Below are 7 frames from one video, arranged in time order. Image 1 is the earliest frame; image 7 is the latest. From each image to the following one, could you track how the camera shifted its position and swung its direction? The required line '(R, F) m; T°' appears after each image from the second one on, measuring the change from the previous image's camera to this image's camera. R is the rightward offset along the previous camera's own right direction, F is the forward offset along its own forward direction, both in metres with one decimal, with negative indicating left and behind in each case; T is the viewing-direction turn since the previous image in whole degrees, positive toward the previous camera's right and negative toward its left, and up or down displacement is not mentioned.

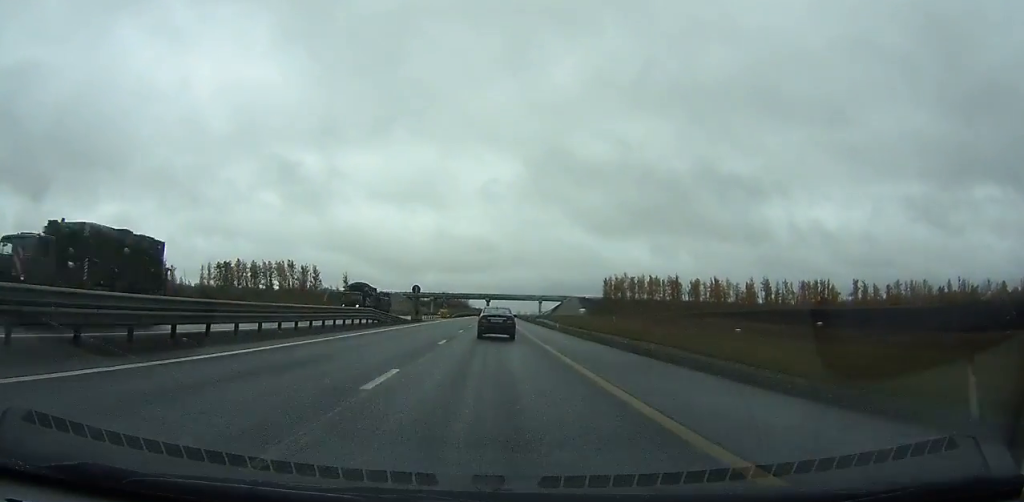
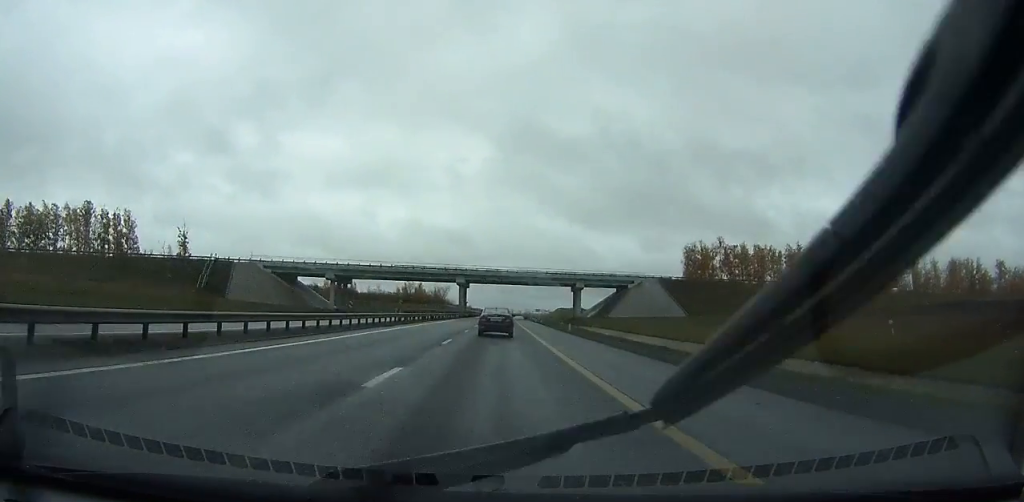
(+2.7, +144.2) m; +2°
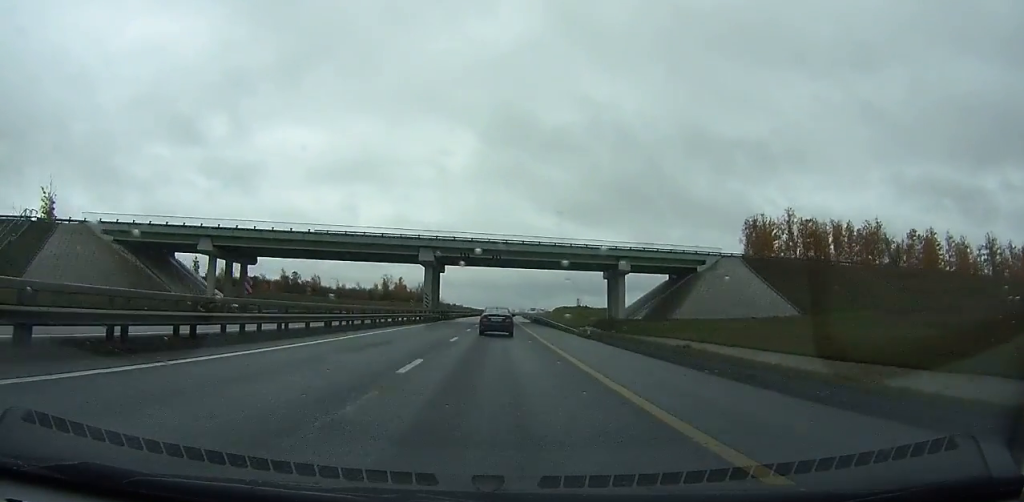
(+0.5, +44.8) m; +1°
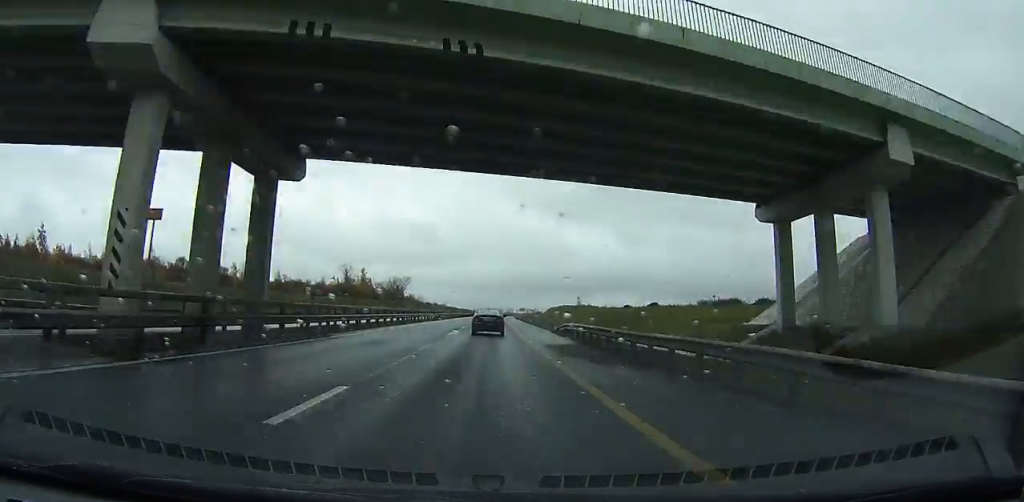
(0.0, +53.5) m; 0°
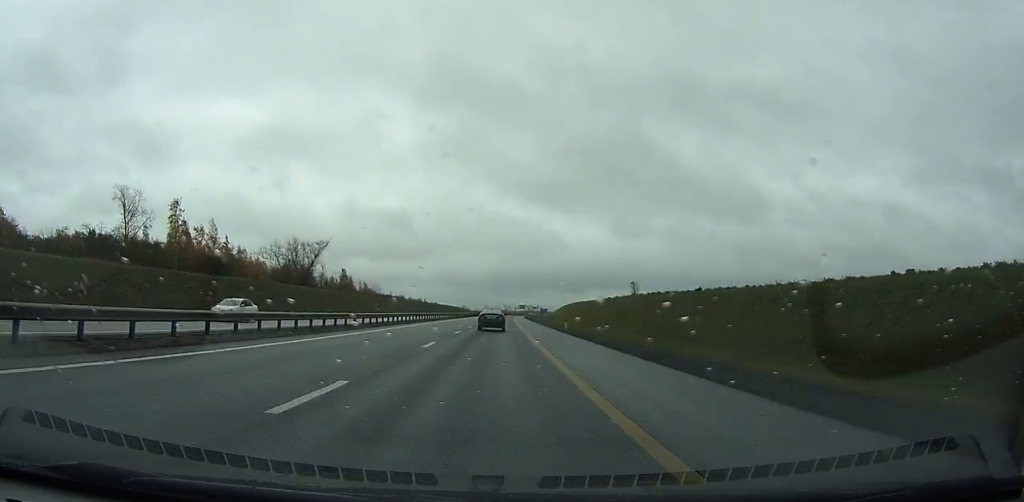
(+0.4, +133.0) m; +1°
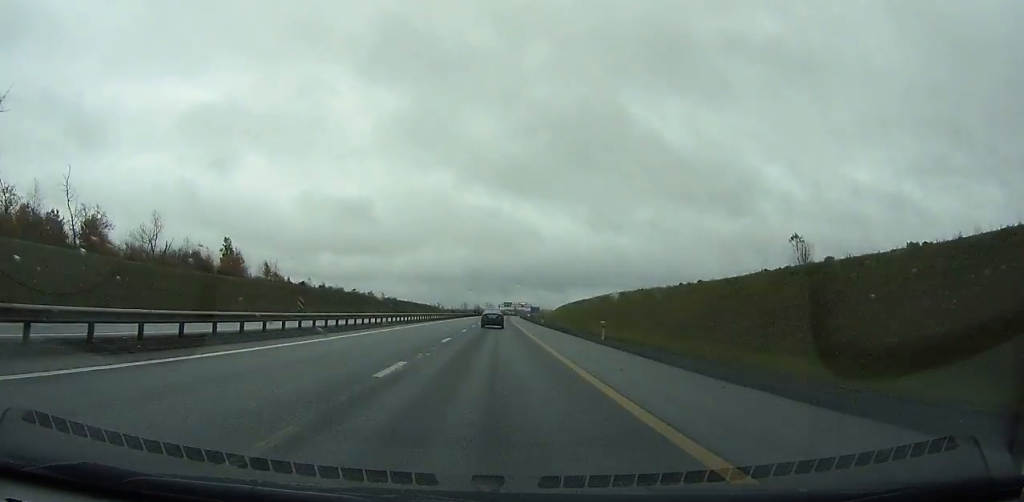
(+1.6, +105.8) m; +2°
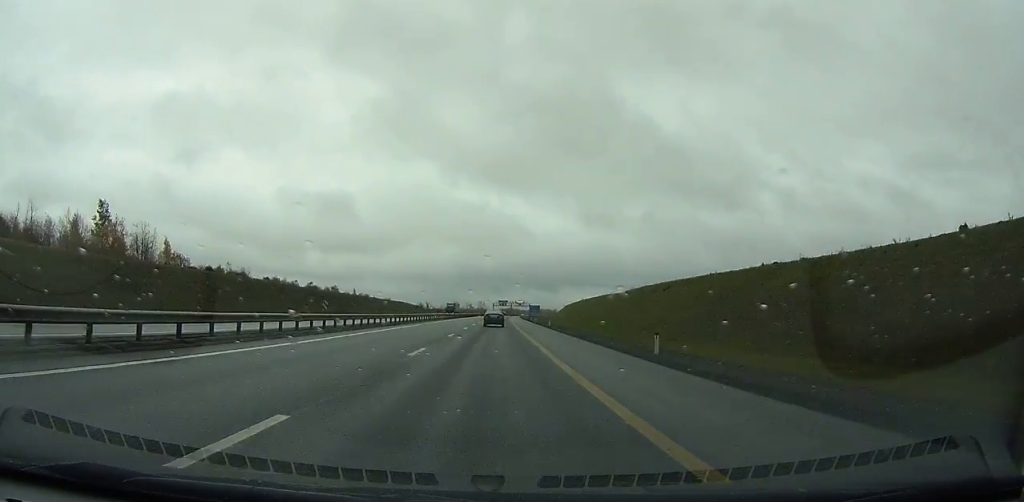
(+0.2, +55.7) m; +1°
